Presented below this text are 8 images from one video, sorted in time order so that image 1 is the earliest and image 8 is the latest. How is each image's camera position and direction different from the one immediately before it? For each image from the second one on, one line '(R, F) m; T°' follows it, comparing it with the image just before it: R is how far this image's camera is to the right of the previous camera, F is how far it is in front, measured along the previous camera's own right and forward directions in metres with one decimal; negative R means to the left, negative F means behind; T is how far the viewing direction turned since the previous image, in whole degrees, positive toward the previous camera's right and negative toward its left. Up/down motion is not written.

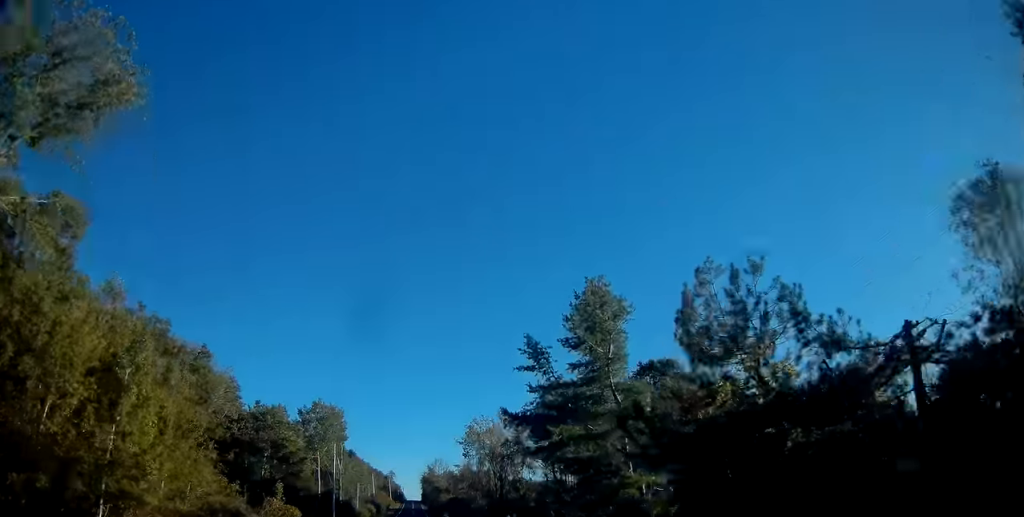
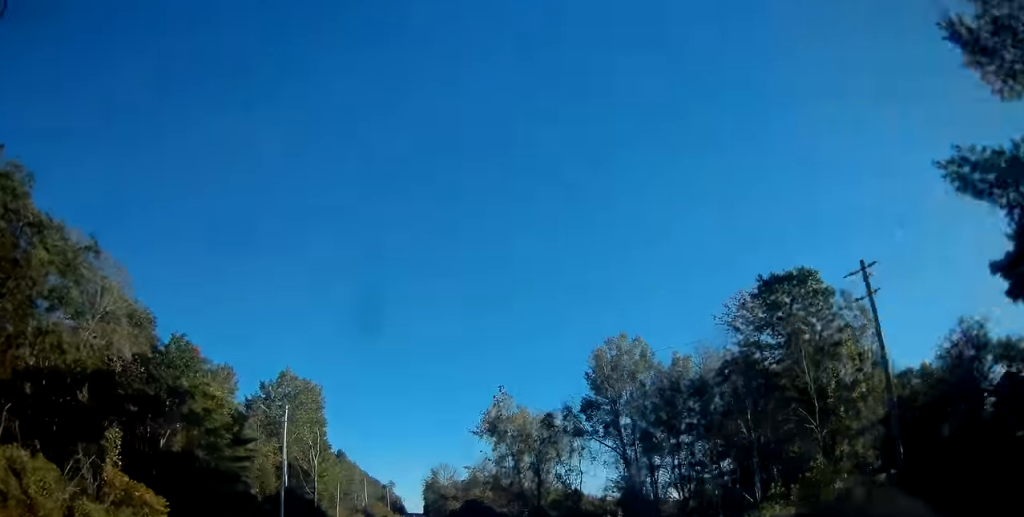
(+0.1, +24.9) m; 0°
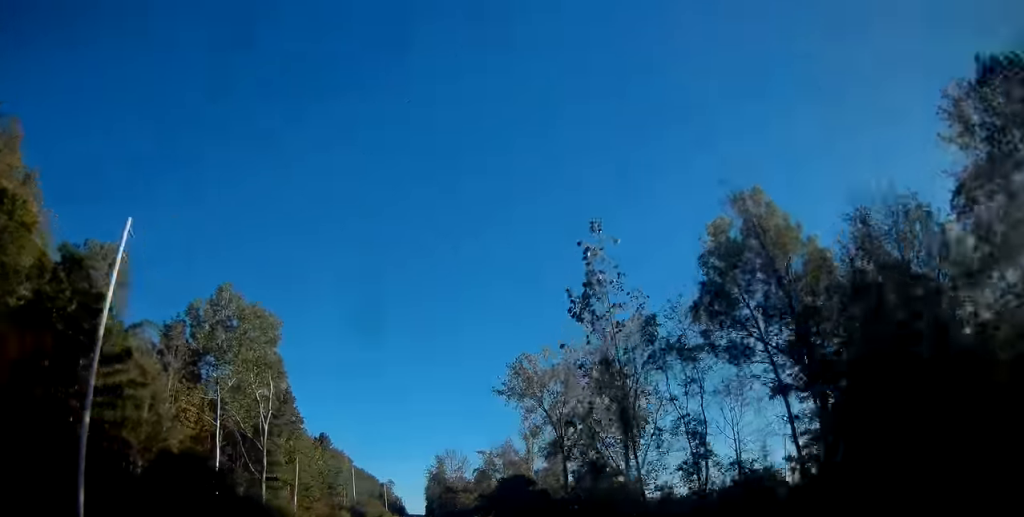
(0.0, +25.0) m; 0°
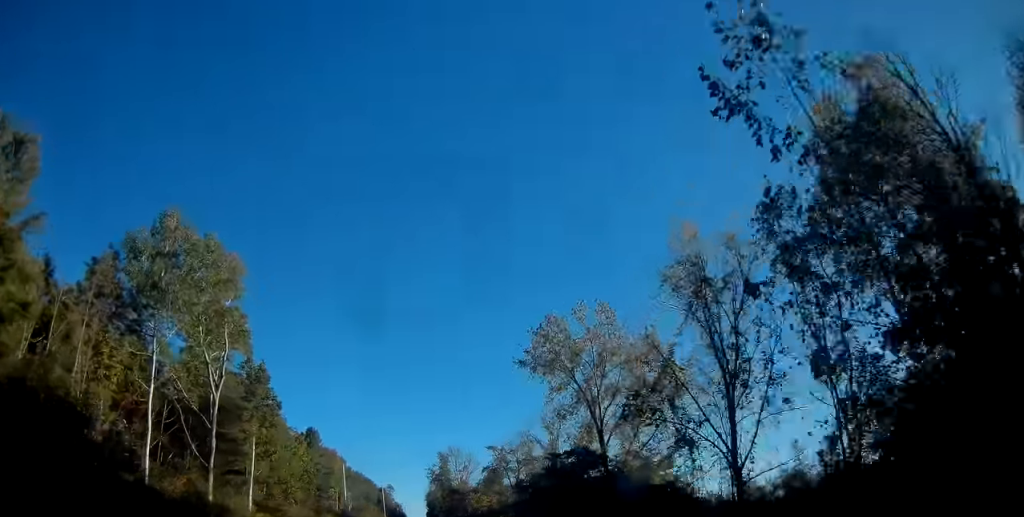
(-0.1, +12.5) m; 0°
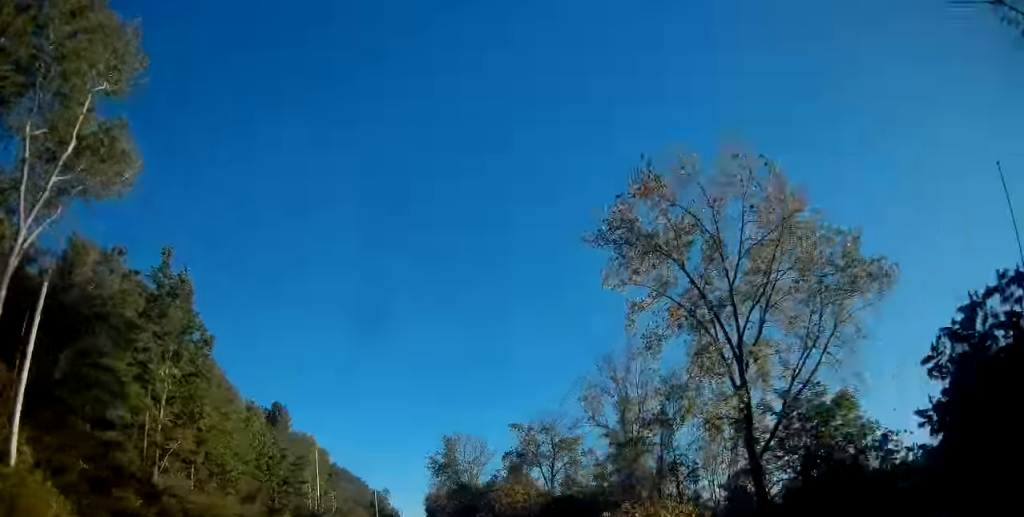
(+0.1, +21.7) m; +1°
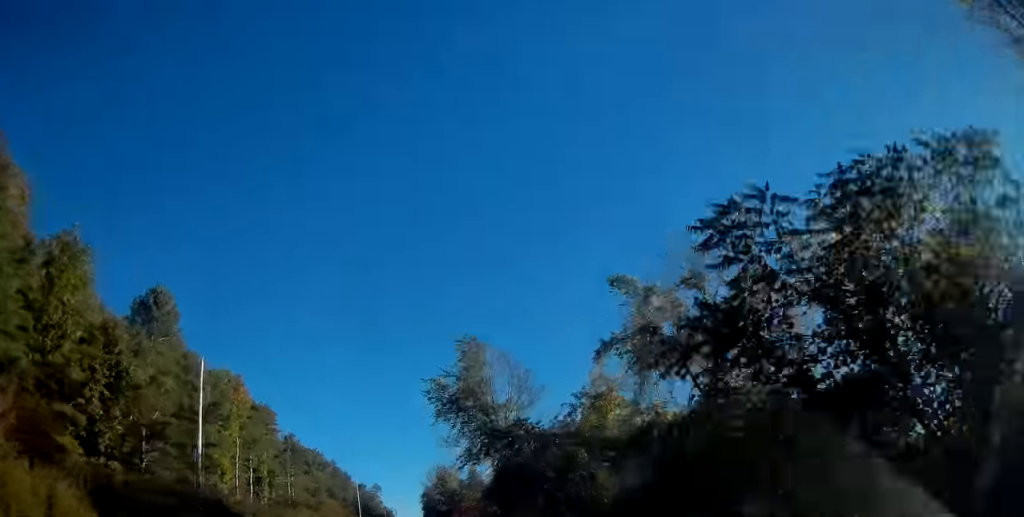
(+0.2, +34.3) m; 0°
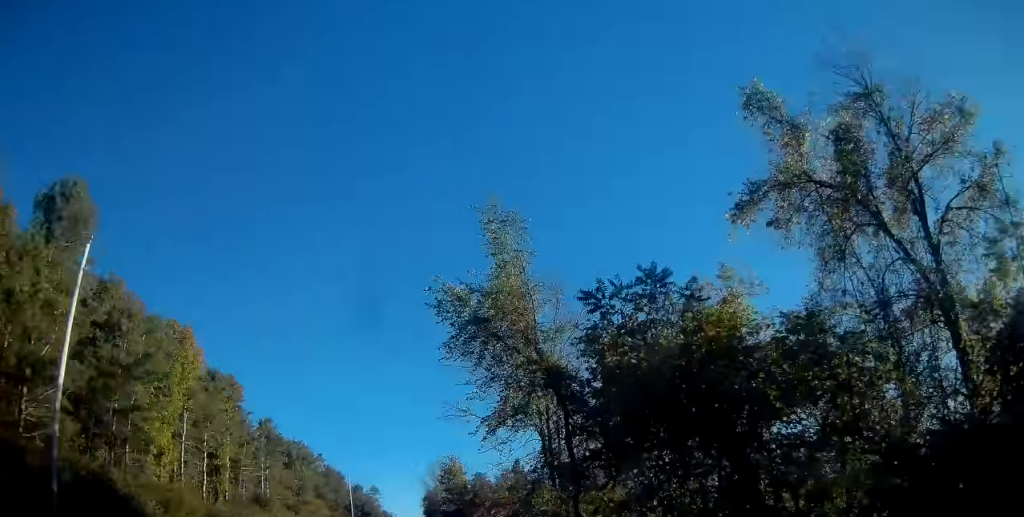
(-0.1, +13.6) m; 0°
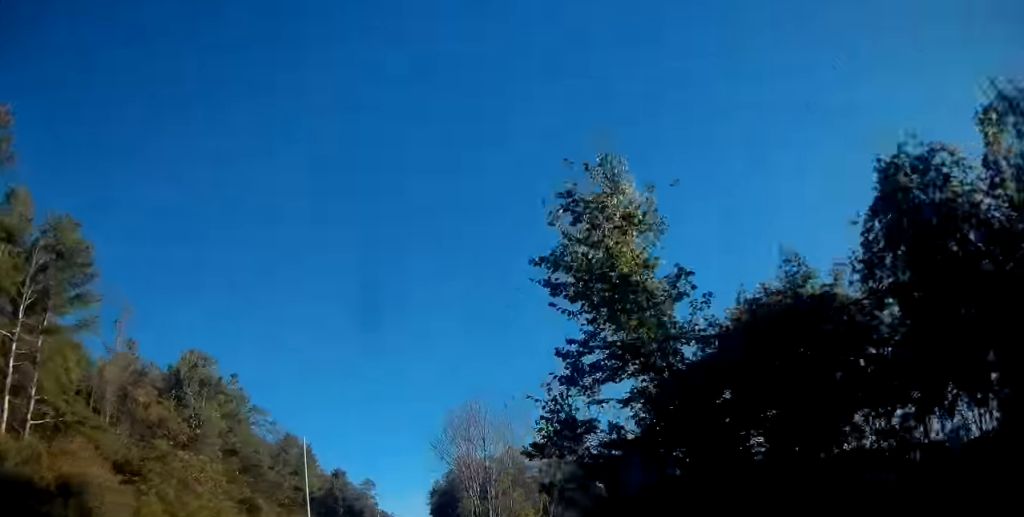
(+0.1, +43.3) m; 0°
